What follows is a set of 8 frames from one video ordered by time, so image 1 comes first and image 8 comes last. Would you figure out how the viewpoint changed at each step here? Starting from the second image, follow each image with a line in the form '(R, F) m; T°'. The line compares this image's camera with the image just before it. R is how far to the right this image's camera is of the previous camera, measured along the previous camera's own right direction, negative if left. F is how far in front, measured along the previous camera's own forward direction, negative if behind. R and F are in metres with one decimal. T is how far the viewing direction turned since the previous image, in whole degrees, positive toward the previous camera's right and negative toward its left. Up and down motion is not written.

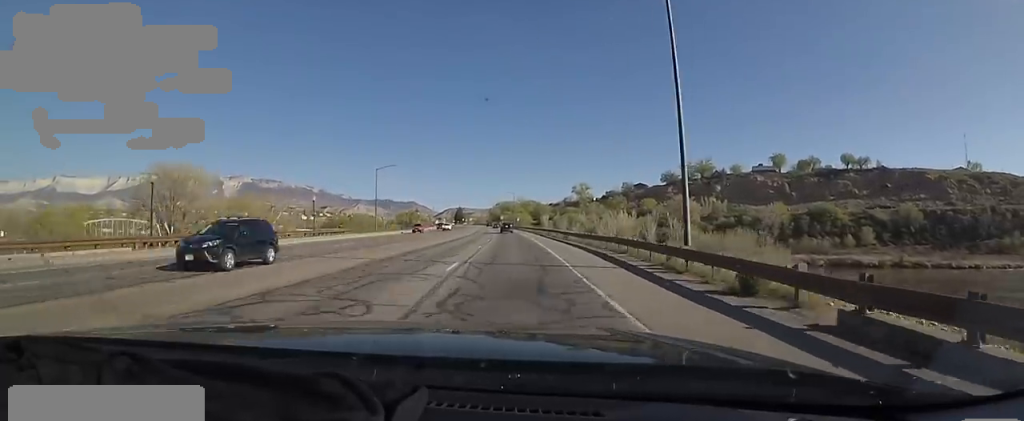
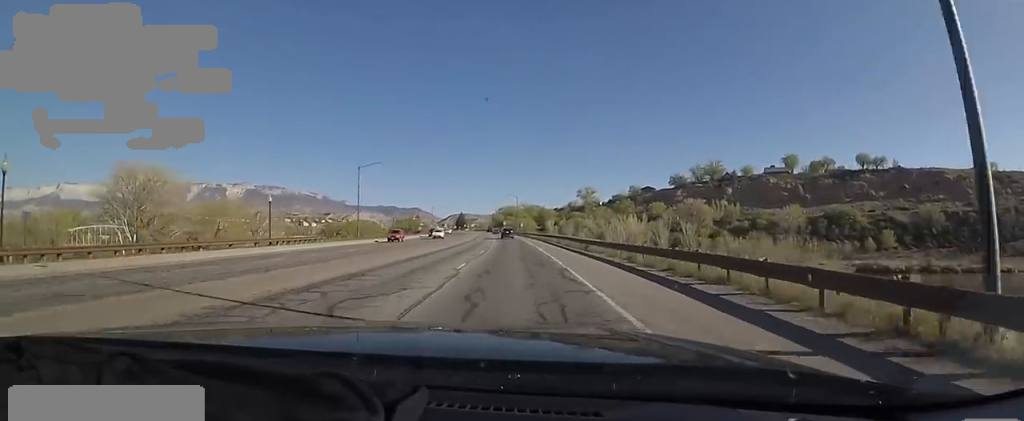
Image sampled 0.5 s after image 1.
(+0.4, +10.5) m; -1°
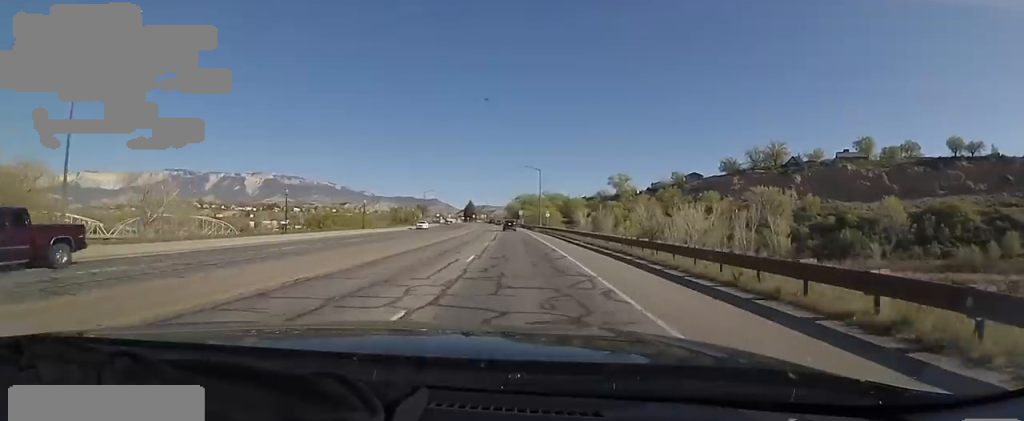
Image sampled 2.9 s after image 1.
(-0.7, +47.5) m; +1°
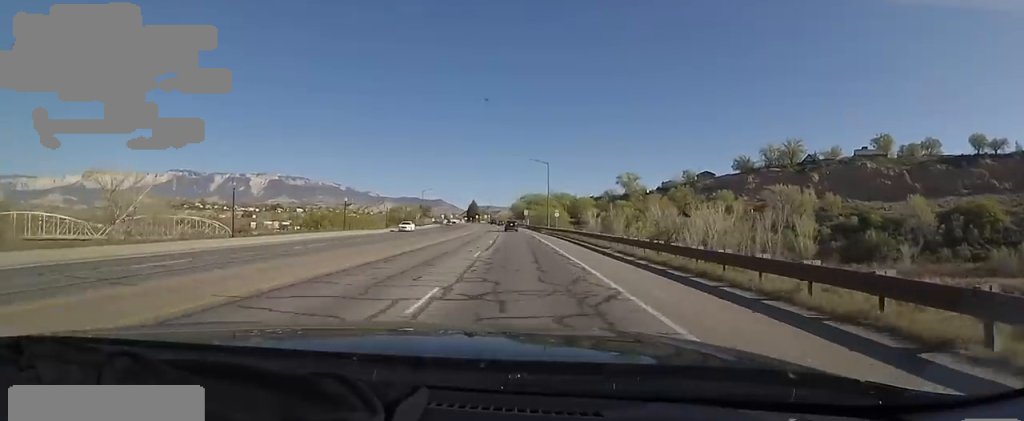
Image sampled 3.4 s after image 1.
(+0.7, +9.6) m; -1°
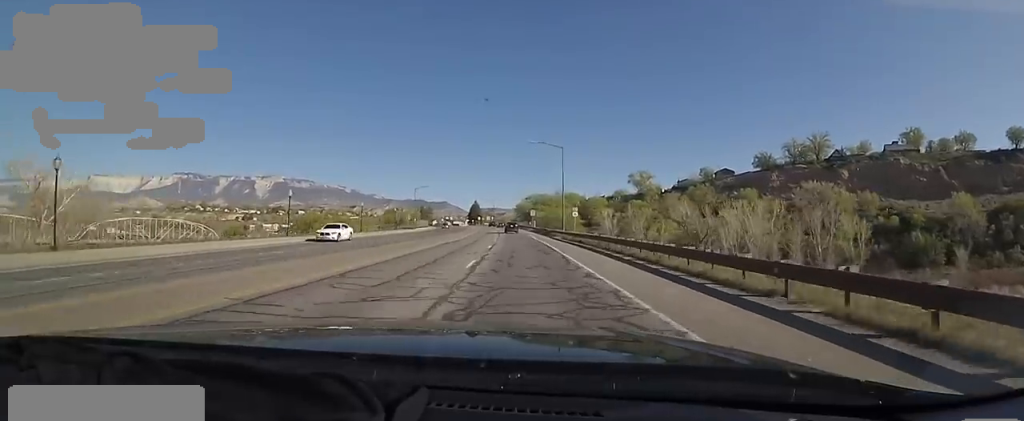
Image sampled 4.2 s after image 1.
(-1.5, +16.6) m; -2°
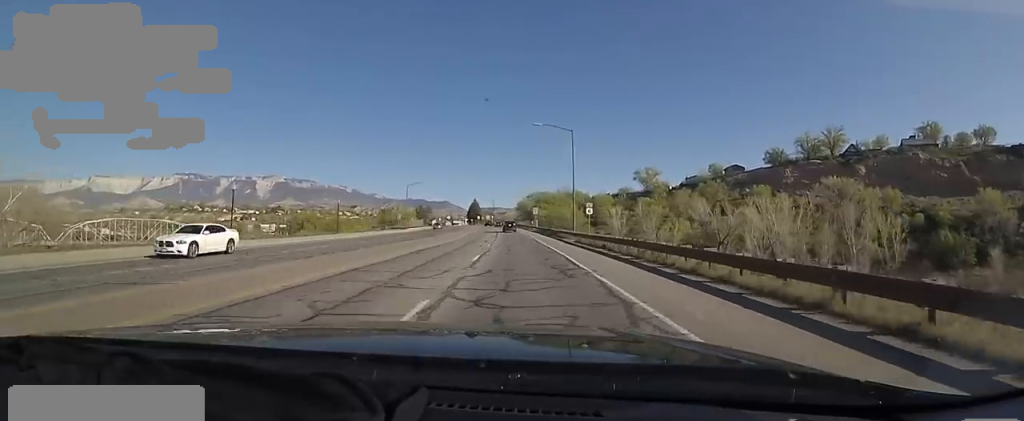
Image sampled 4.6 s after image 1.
(-0.1, +9.7) m; 0°
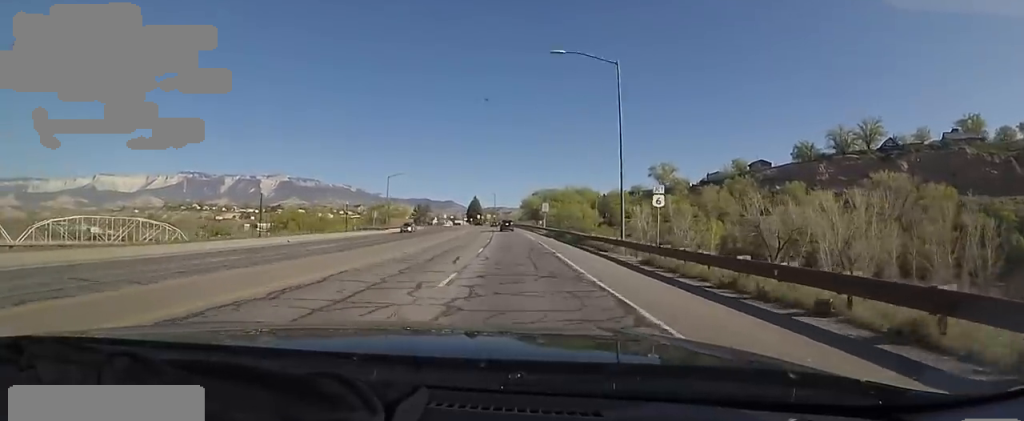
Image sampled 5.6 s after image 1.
(+0.8, +19.9) m; +2°
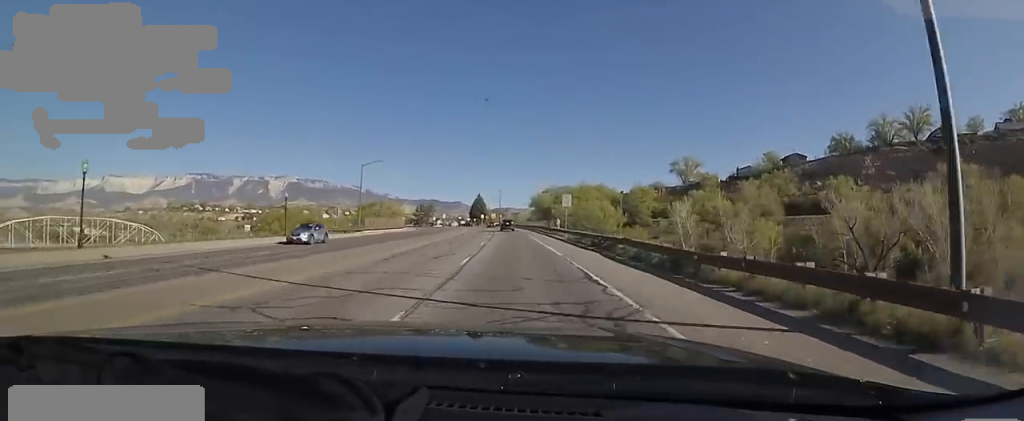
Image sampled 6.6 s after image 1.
(-0.1, +19.9) m; -2°
